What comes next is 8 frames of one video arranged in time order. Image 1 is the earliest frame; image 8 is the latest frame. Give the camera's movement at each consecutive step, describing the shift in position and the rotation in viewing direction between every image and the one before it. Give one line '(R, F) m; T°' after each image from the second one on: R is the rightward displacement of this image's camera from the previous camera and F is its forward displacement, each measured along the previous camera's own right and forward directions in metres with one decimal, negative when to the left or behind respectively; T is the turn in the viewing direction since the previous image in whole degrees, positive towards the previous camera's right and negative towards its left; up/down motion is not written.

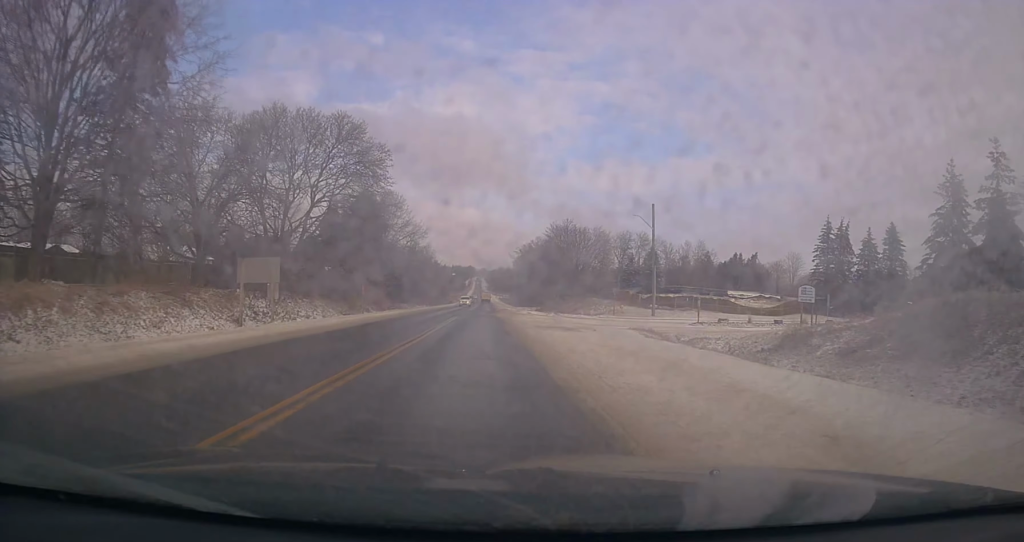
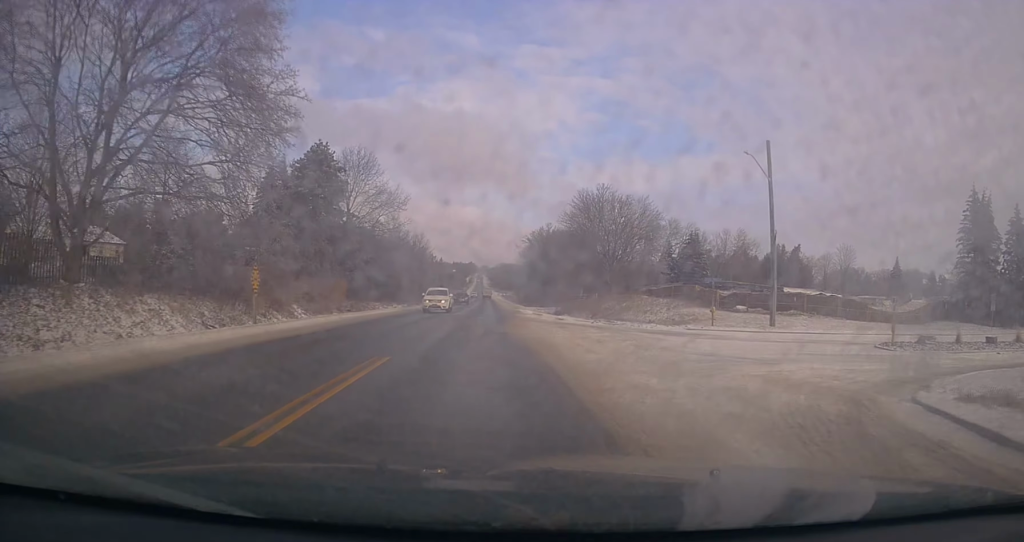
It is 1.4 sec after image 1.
(-0.4, +27.4) m; 0°
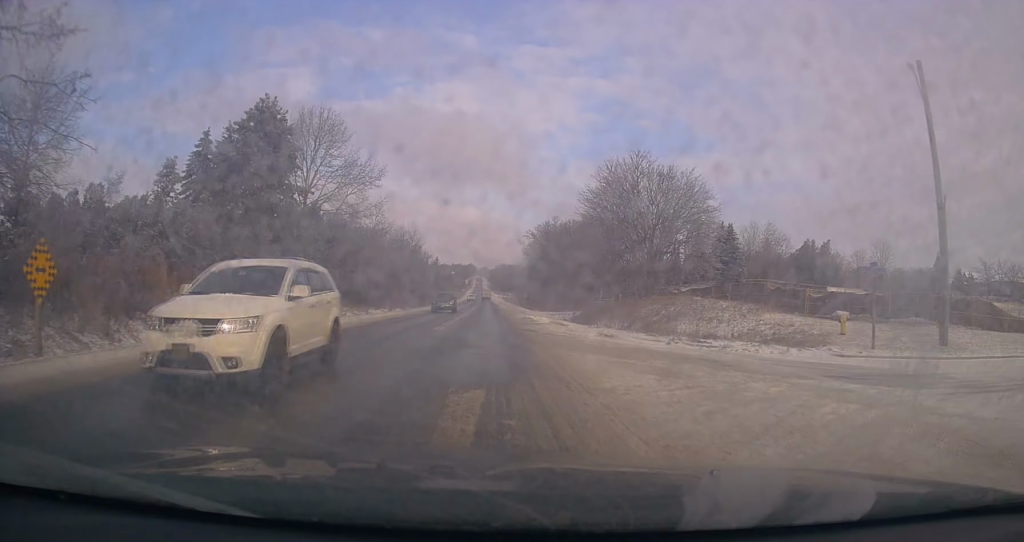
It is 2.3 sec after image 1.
(+0.3, +17.0) m; +1°
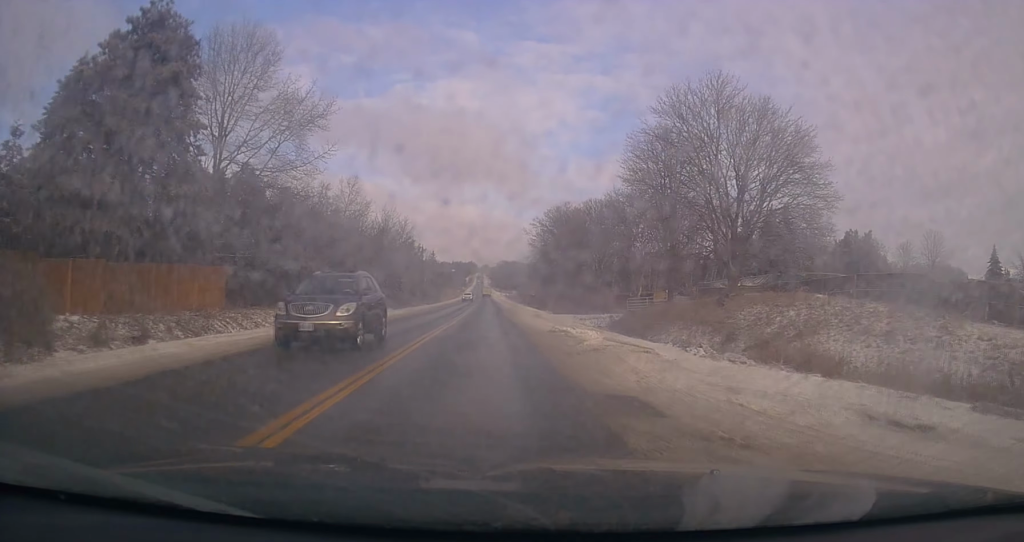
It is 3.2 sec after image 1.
(+0.1, +18.9) m; 0°
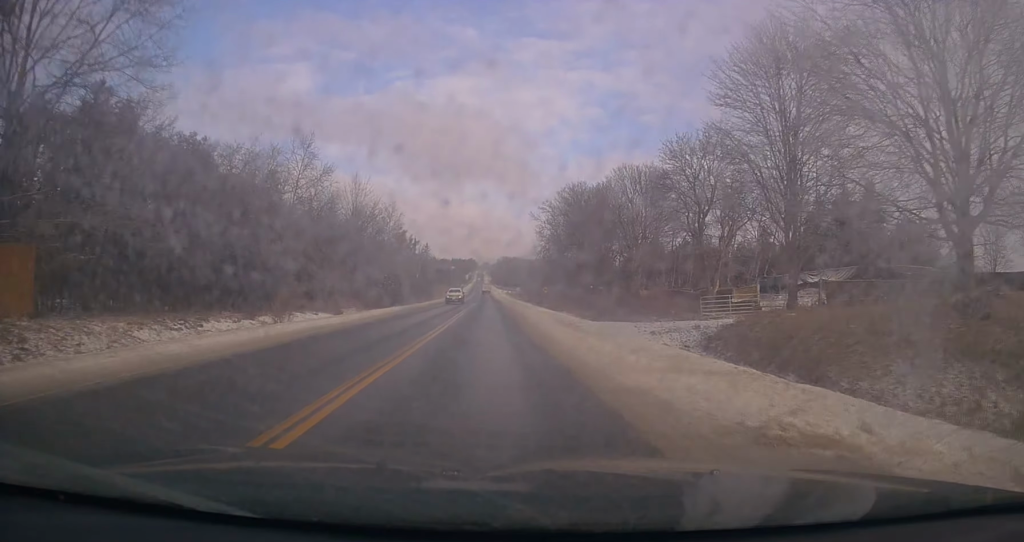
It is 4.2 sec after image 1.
(0.0, +19.4) m; -1°
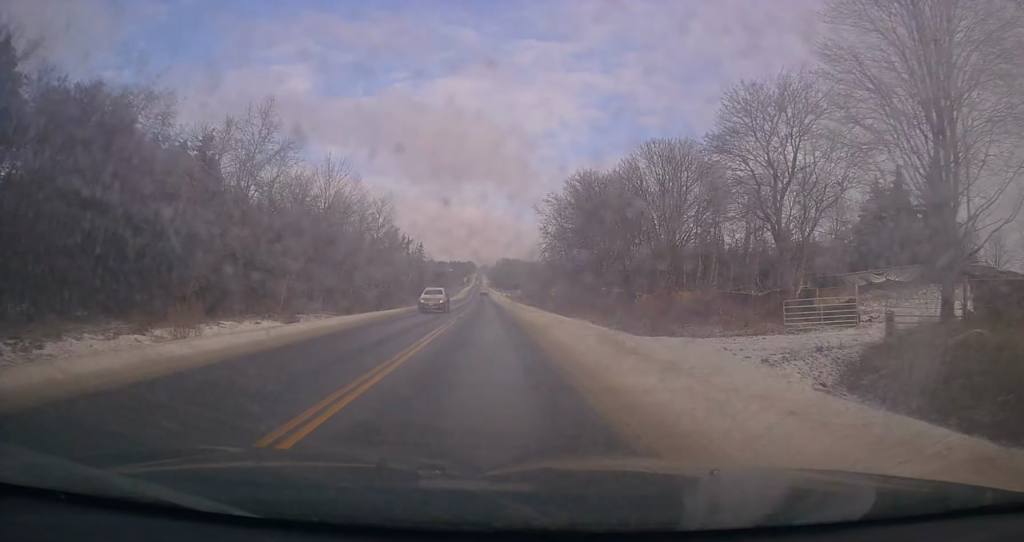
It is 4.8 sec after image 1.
(-0.1, +10.6) m; -1°
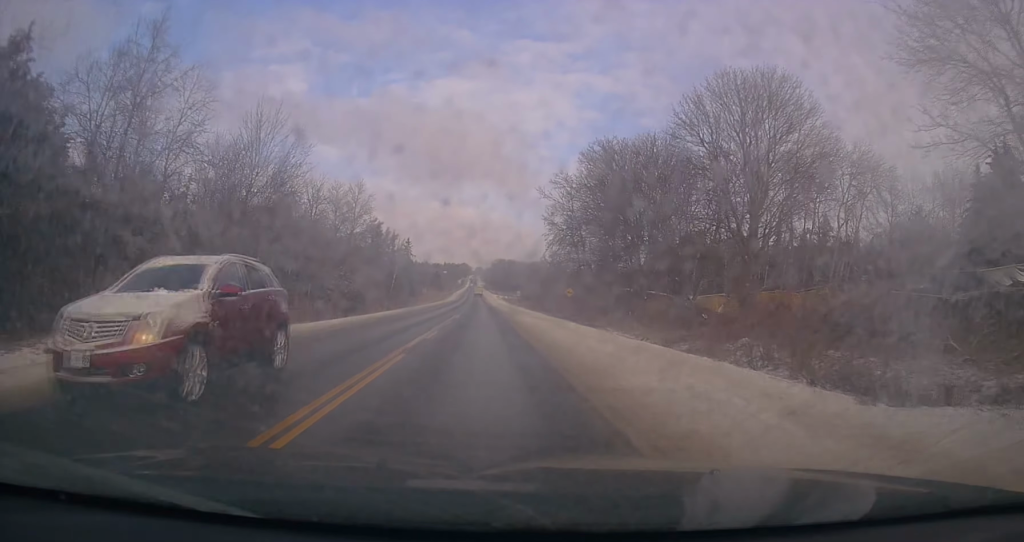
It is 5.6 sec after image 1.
(-0.3, +16.8) m; 0°
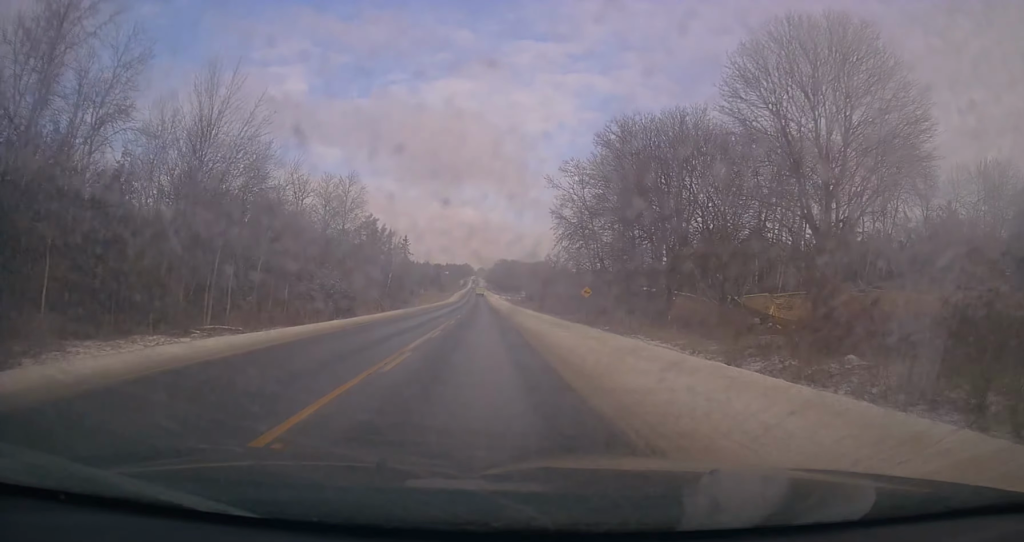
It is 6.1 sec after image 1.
(+0.1, +7.7) m; +1°
